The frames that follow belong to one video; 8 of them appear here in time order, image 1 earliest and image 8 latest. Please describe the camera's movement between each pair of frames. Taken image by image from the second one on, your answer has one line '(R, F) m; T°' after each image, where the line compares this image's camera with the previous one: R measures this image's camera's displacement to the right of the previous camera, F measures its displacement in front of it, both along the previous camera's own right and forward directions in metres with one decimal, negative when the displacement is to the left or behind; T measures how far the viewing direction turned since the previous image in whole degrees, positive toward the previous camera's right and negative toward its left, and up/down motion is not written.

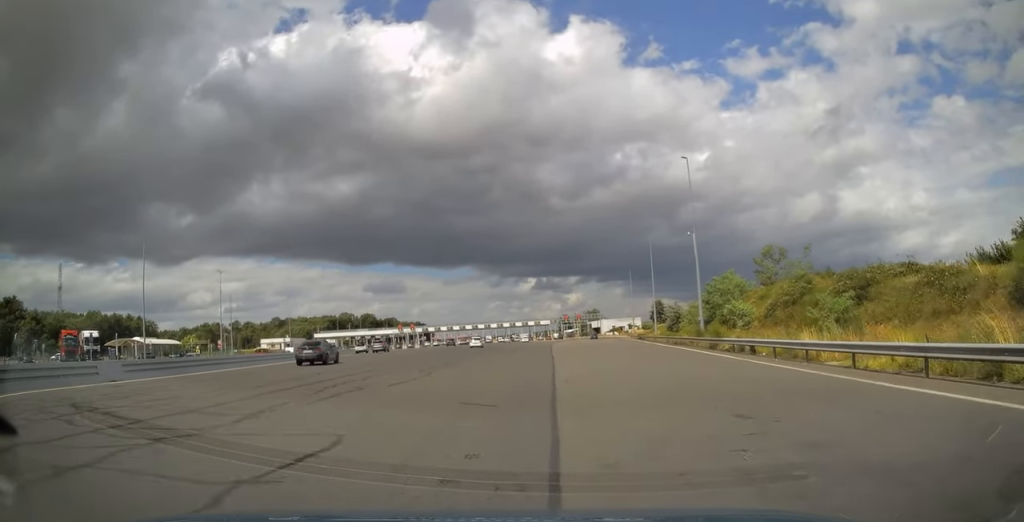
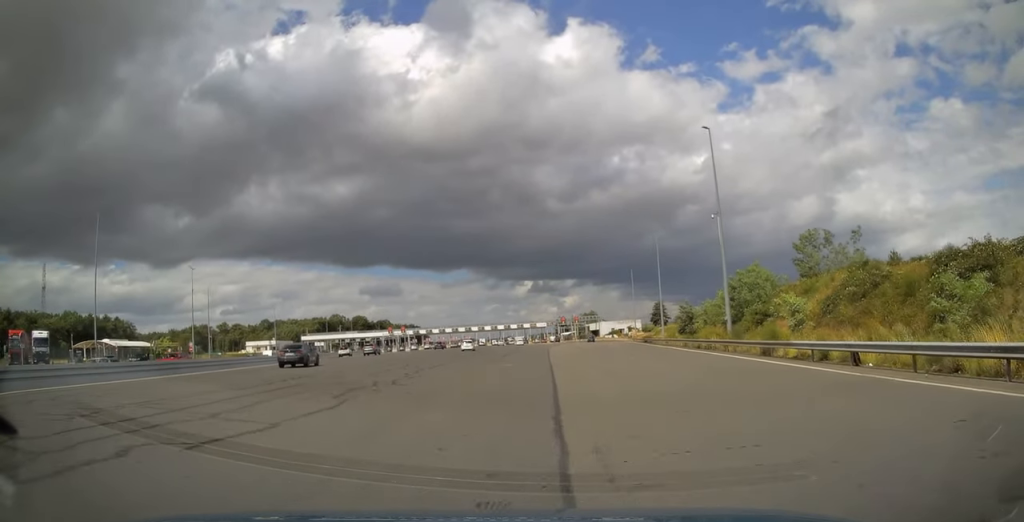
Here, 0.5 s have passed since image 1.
(0.0, +10.1) m; 0°
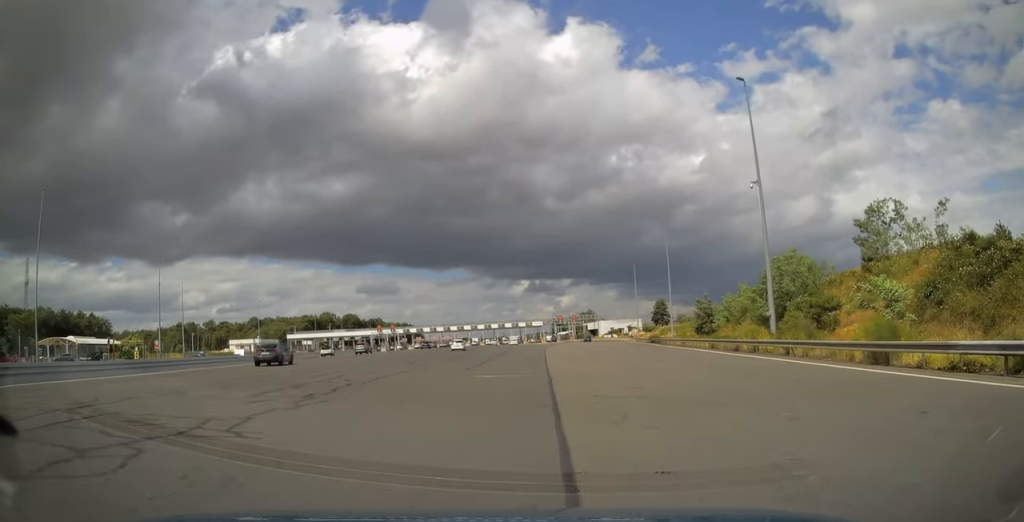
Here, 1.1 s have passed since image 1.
(+0.1, +10.6) m; 0°
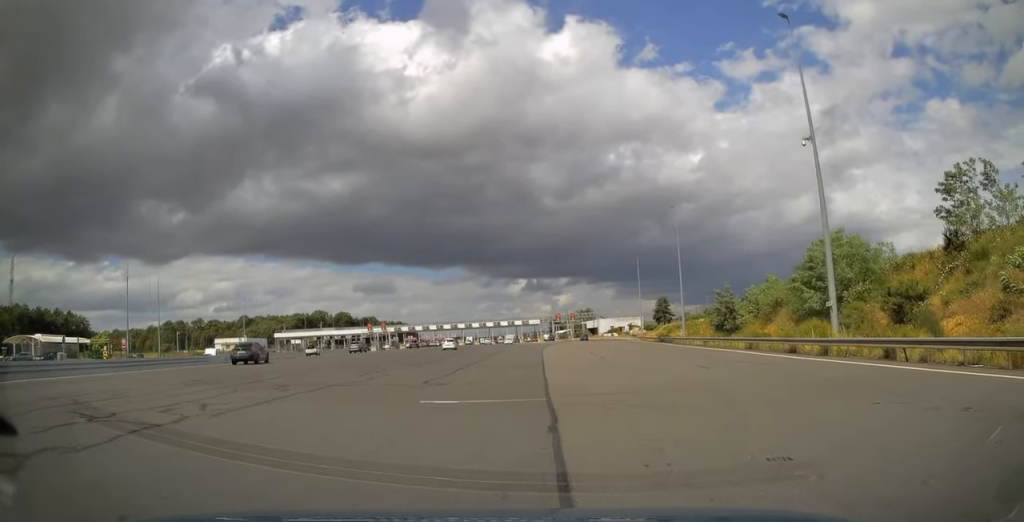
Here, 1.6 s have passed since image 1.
(0.0, +9.3) m; 0°
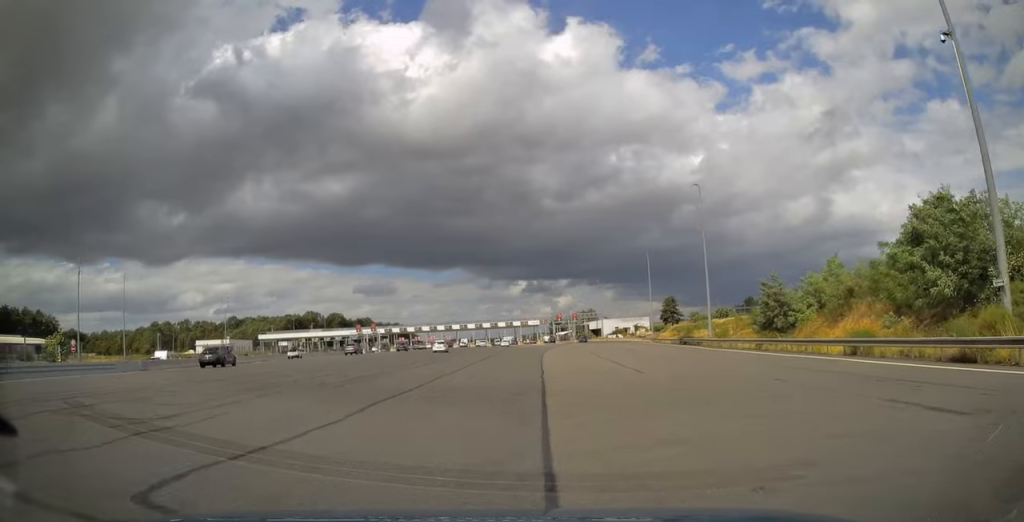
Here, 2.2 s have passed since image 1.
(0.0, +13.3) m; 0°
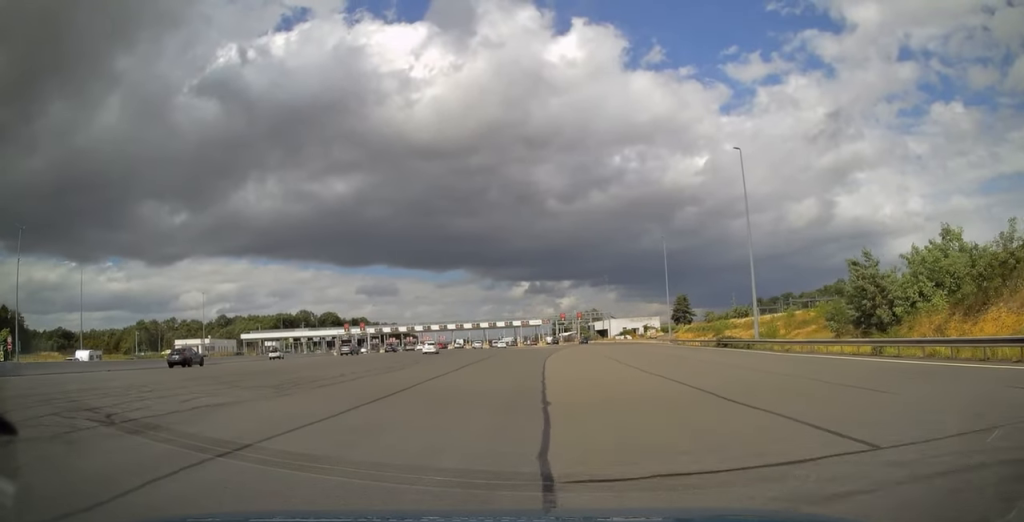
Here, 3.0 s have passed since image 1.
(0.0, +14.8) m; 0°
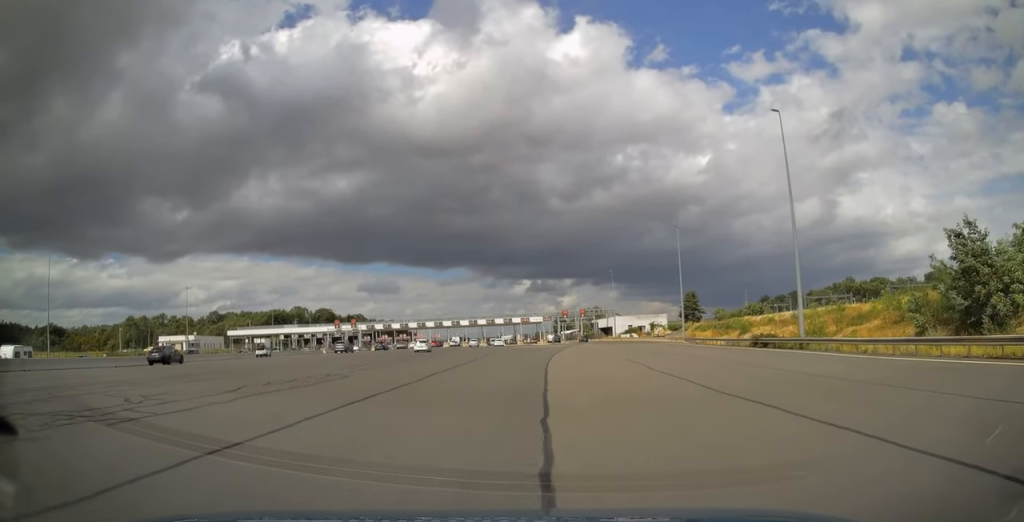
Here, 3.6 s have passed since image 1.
(0.0, +10.0) m; 0°
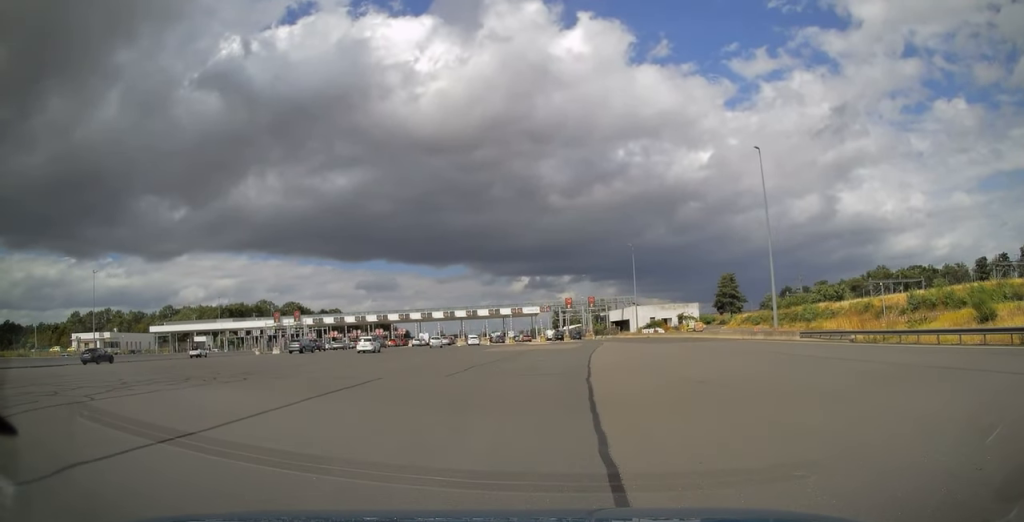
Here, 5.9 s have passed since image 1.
(-0.1, +42.0) m; 0°
